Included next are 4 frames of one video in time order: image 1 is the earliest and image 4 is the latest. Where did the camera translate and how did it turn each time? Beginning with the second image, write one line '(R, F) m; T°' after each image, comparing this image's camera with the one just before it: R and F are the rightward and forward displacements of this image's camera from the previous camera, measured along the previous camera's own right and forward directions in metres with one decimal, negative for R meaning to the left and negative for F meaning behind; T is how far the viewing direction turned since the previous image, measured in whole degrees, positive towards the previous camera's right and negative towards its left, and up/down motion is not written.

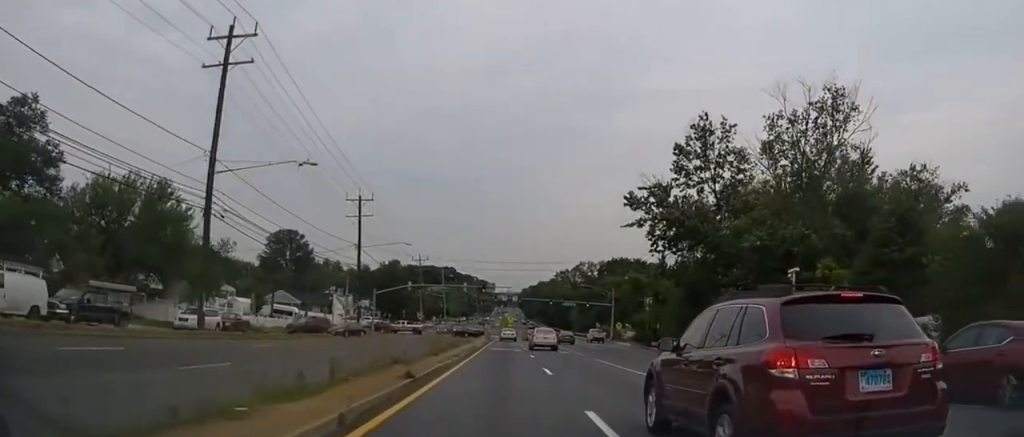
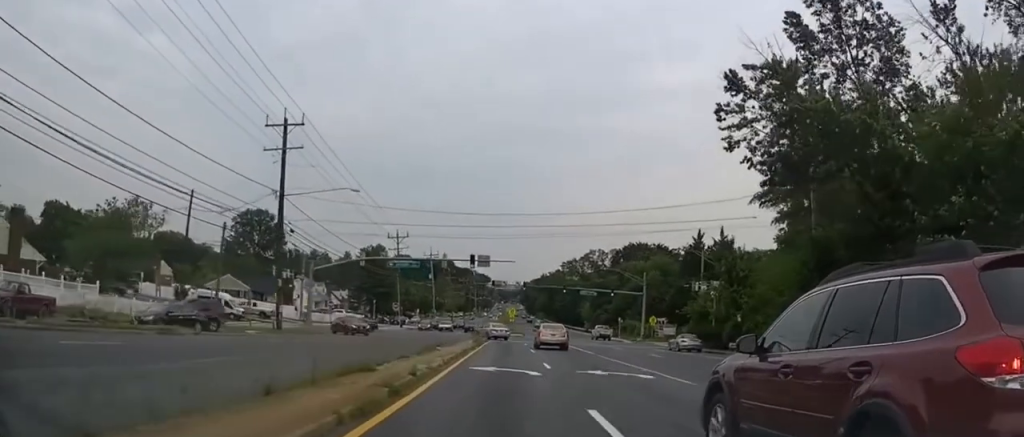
(+0.2, +25.8) m; -1°
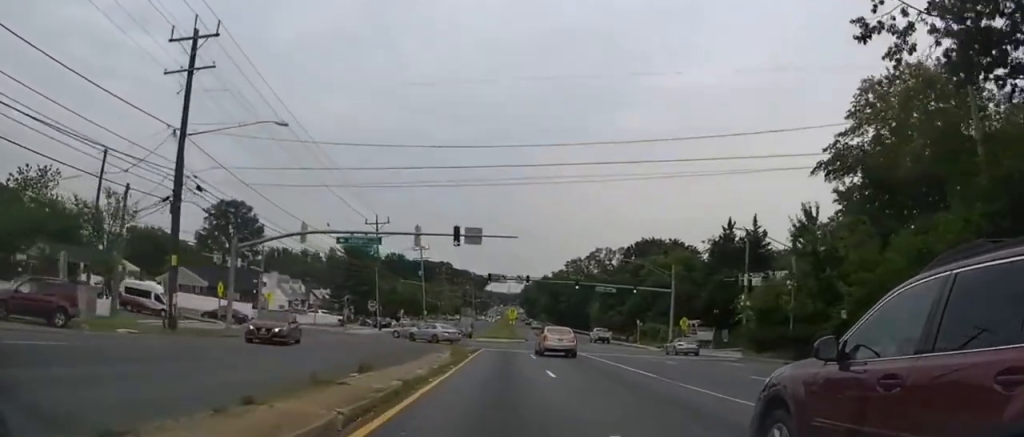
(-0.2, +15.5) m; -1°
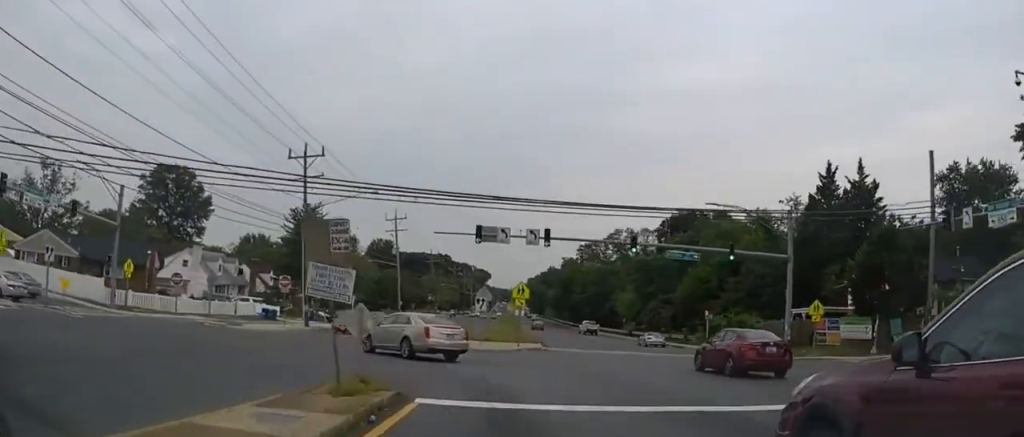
(+0.4, +31.6) m; +1°
